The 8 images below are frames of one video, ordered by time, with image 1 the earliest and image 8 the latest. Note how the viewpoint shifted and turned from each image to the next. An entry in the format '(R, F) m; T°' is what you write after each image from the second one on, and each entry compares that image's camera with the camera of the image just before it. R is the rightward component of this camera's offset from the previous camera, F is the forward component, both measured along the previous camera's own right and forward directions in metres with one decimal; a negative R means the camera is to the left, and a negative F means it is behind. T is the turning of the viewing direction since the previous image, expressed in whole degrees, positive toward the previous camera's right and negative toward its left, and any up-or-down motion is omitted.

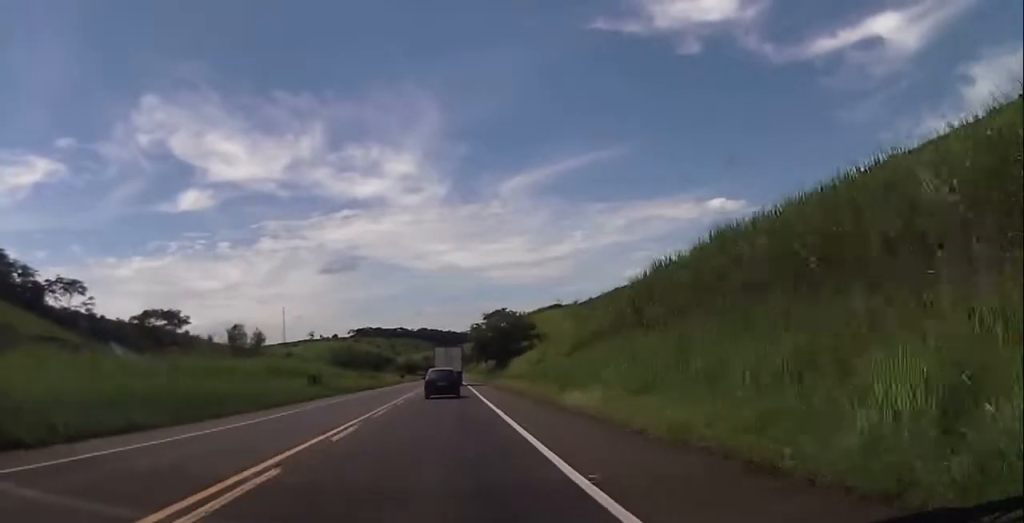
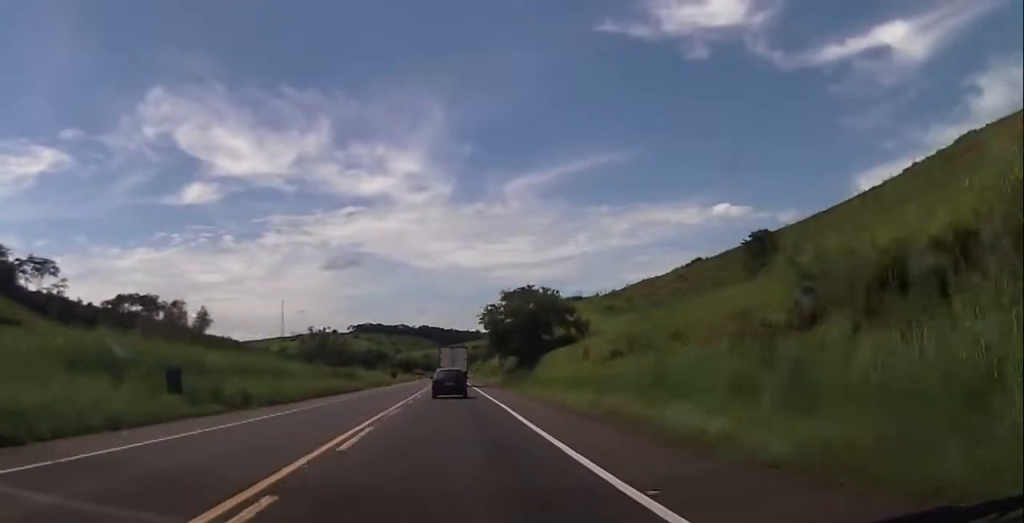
(-0.1, +25.8) m; 0°
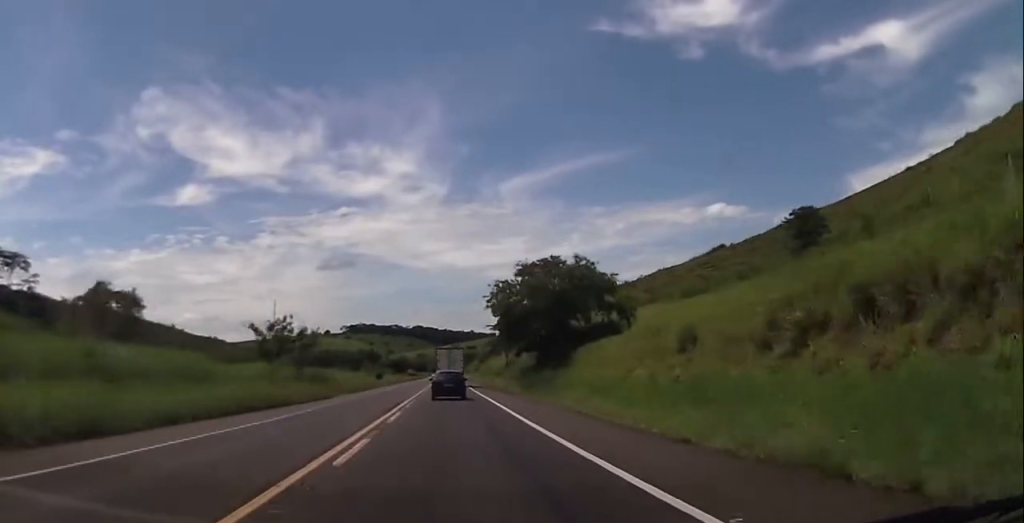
(+0.2, +18.3) m; 0°
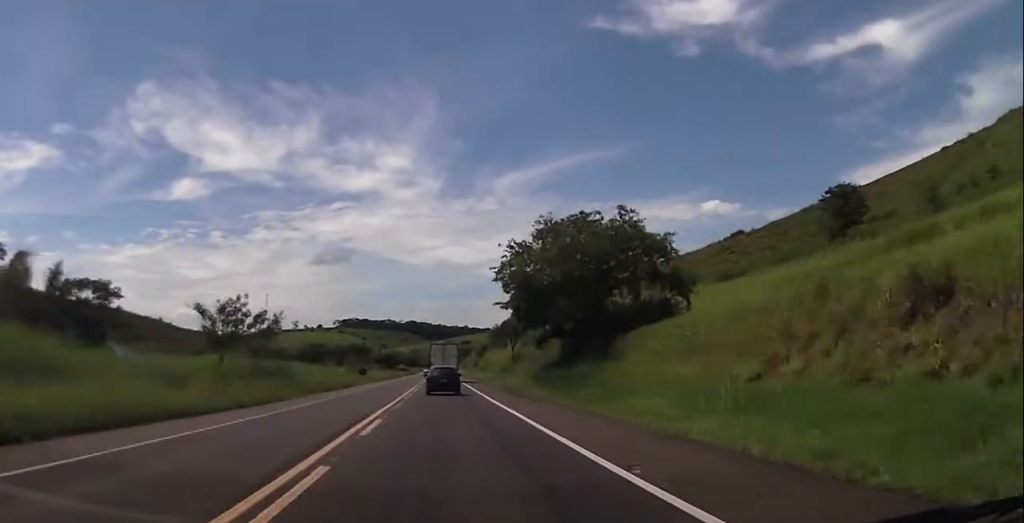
(-0.1, +13.2) m; 0°
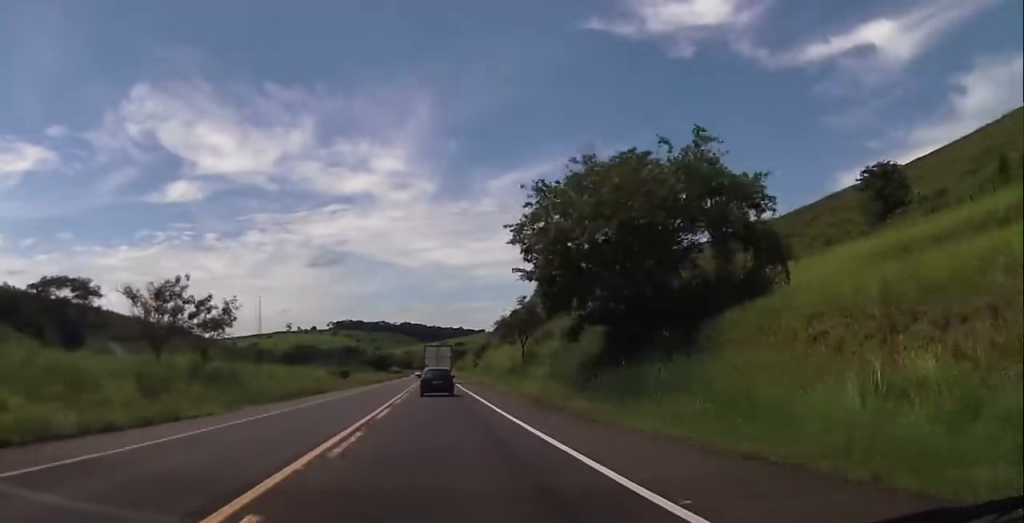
(-0.1, +11.5) m; 0°
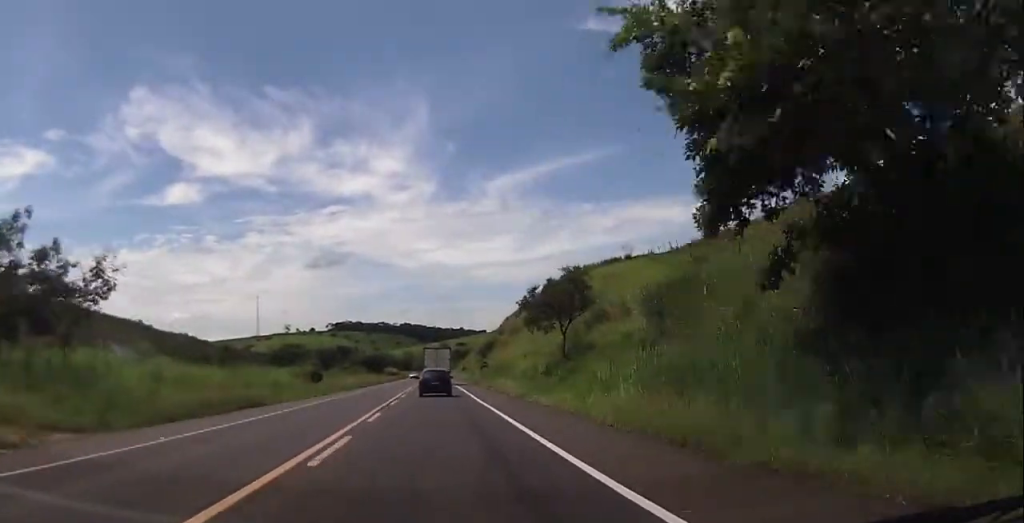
(0.0, +17.1) m; 0°
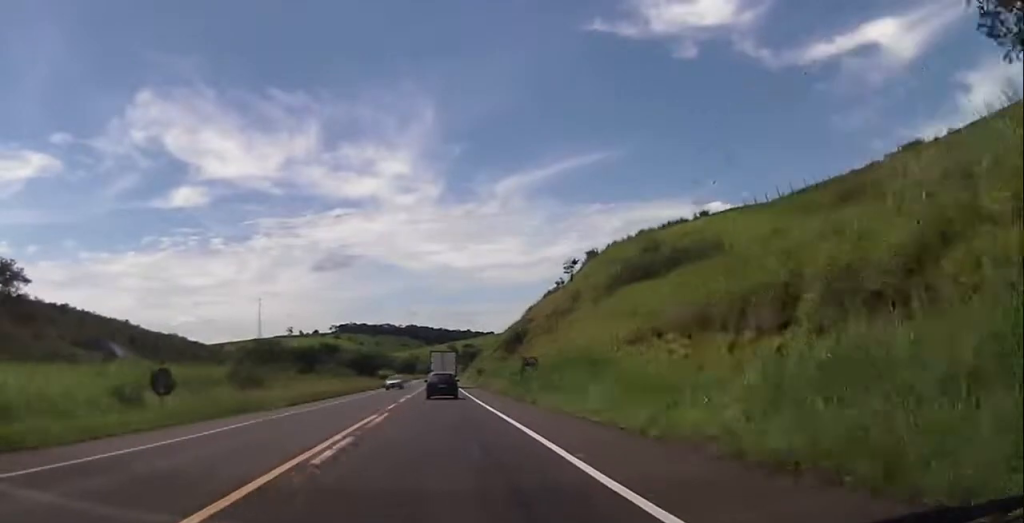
(+0.3, +32.0) m; 0°
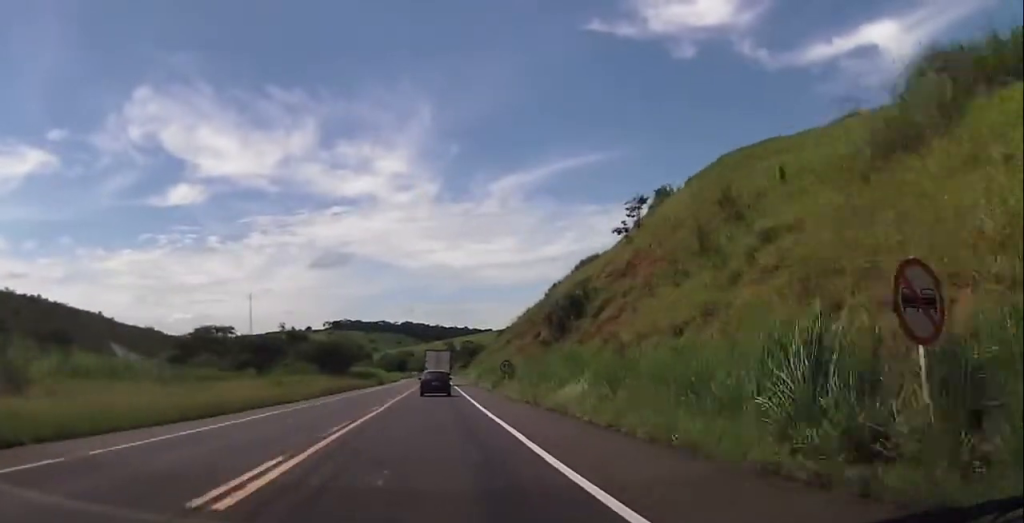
(+0.2, +34.2) m; +1°
